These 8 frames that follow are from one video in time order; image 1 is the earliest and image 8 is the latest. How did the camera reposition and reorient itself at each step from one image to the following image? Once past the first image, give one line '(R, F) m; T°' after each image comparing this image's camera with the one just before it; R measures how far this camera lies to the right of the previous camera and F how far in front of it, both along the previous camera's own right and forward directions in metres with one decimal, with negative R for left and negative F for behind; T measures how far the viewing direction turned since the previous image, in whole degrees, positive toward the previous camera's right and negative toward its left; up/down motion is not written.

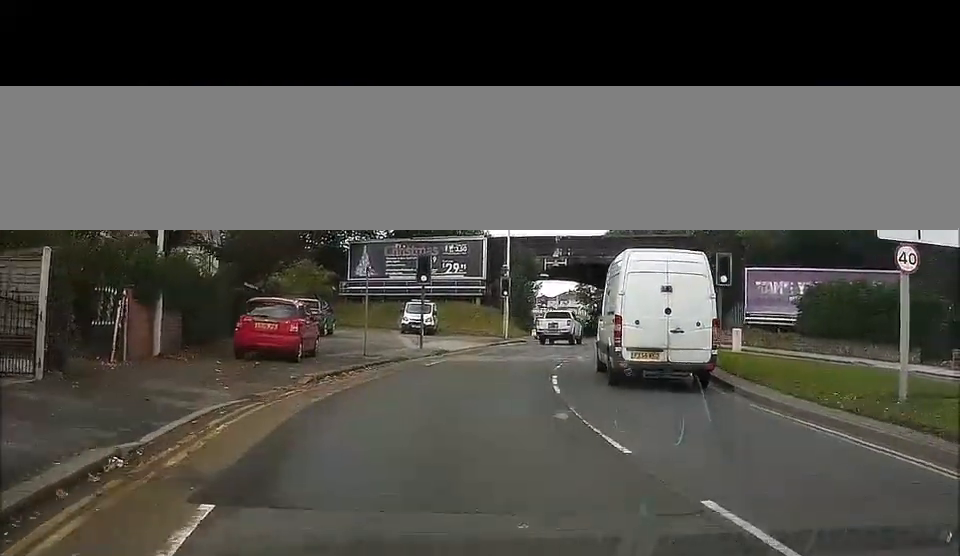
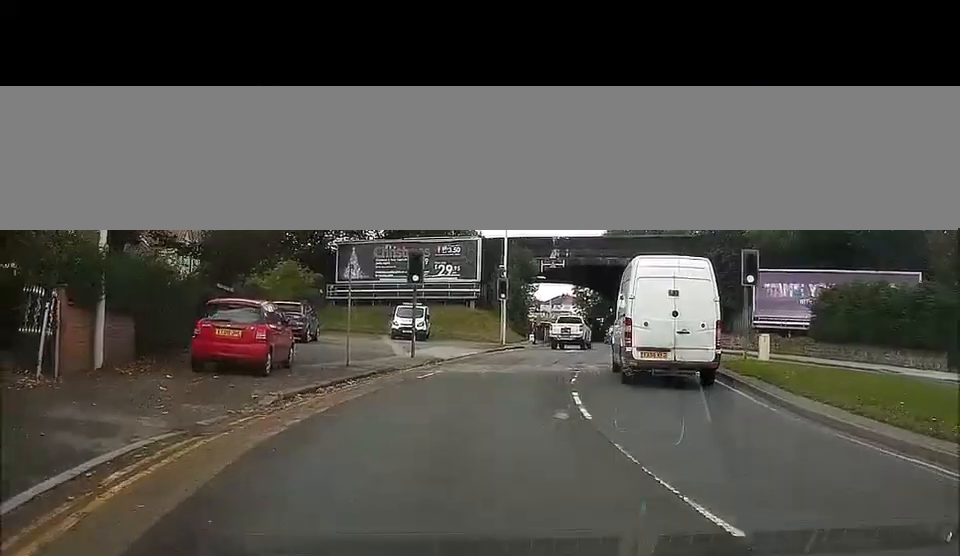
(0.0, +2.7) m; +2°
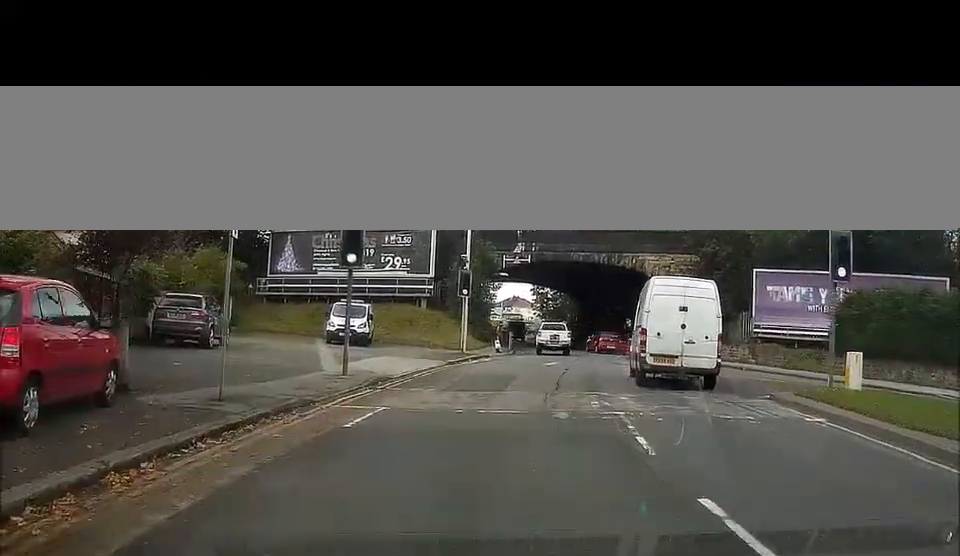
(+0.4, +6.6) m; +5°
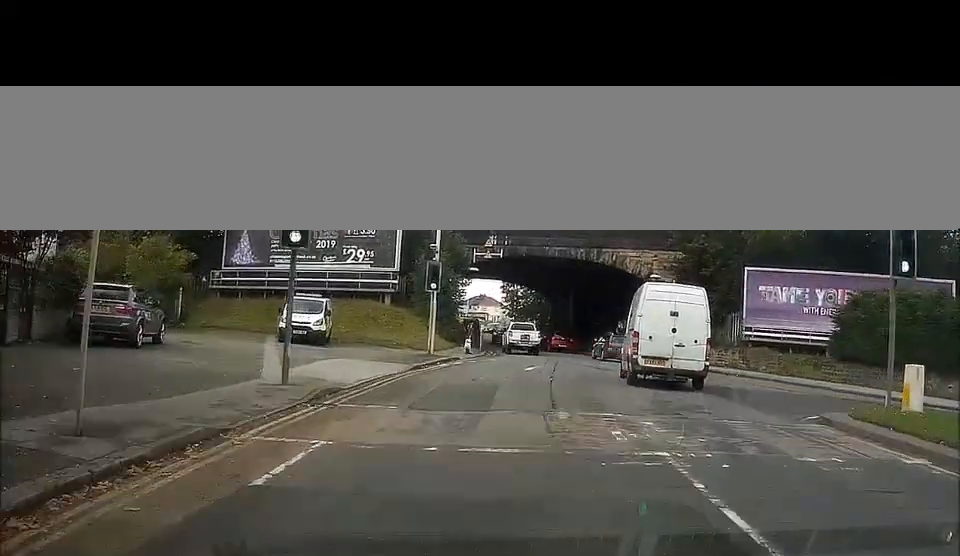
(0.0, +3.2) m; +1°
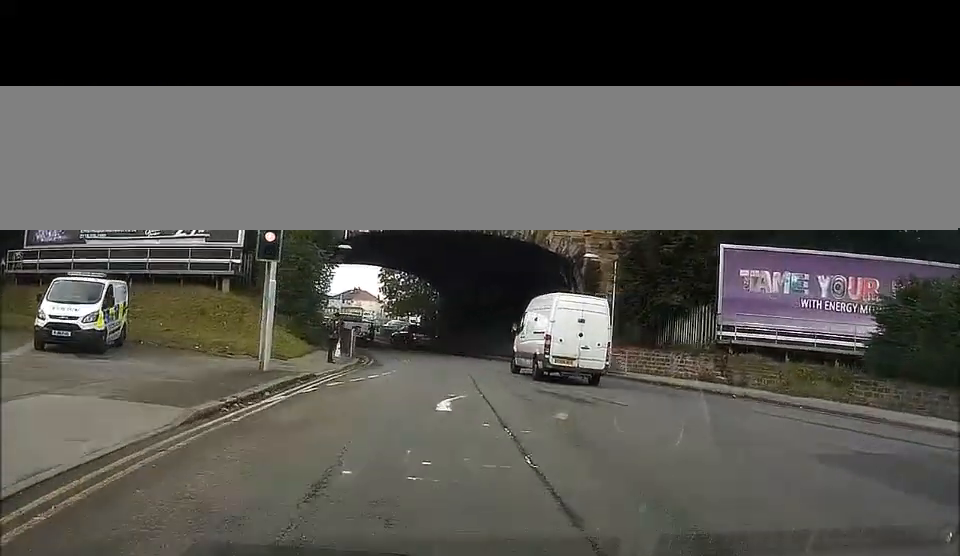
(+0.4, +13.6) m; +6°
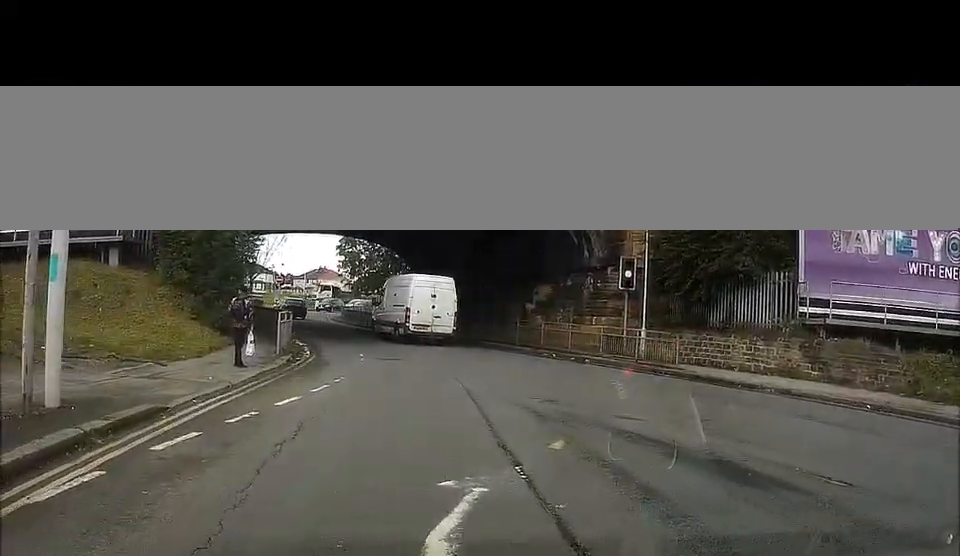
(+0.5, +10.6) m; +5°
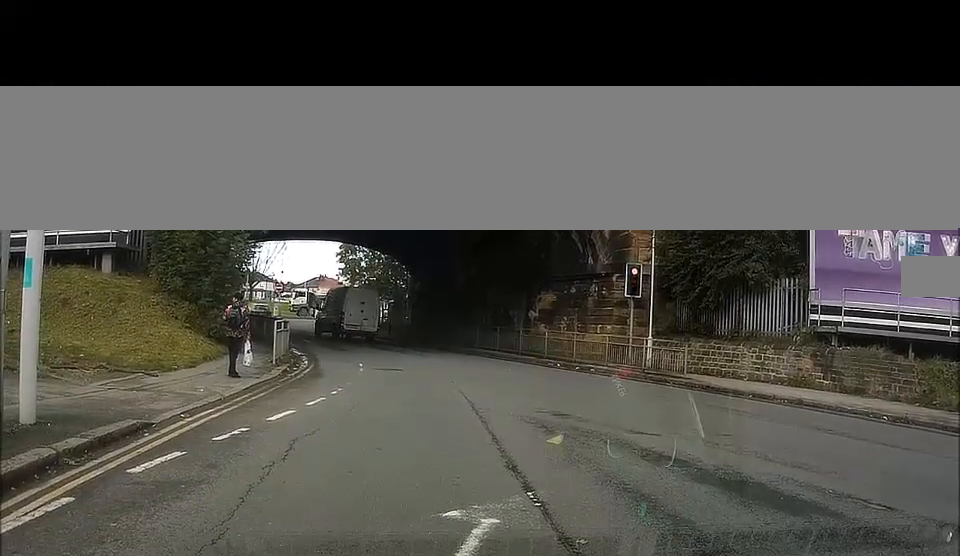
(+0.2, +2.9) m; +1°
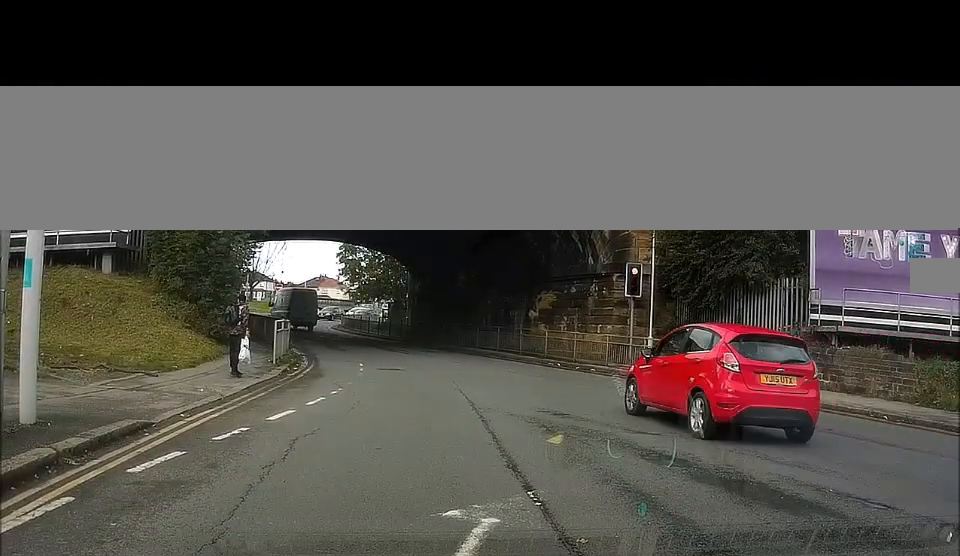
(0.0, -0.2) m; 0°
